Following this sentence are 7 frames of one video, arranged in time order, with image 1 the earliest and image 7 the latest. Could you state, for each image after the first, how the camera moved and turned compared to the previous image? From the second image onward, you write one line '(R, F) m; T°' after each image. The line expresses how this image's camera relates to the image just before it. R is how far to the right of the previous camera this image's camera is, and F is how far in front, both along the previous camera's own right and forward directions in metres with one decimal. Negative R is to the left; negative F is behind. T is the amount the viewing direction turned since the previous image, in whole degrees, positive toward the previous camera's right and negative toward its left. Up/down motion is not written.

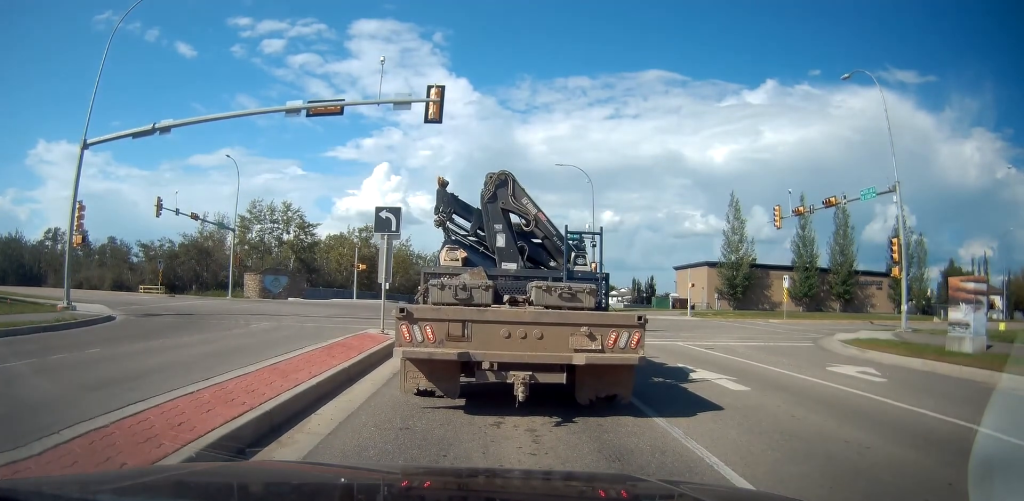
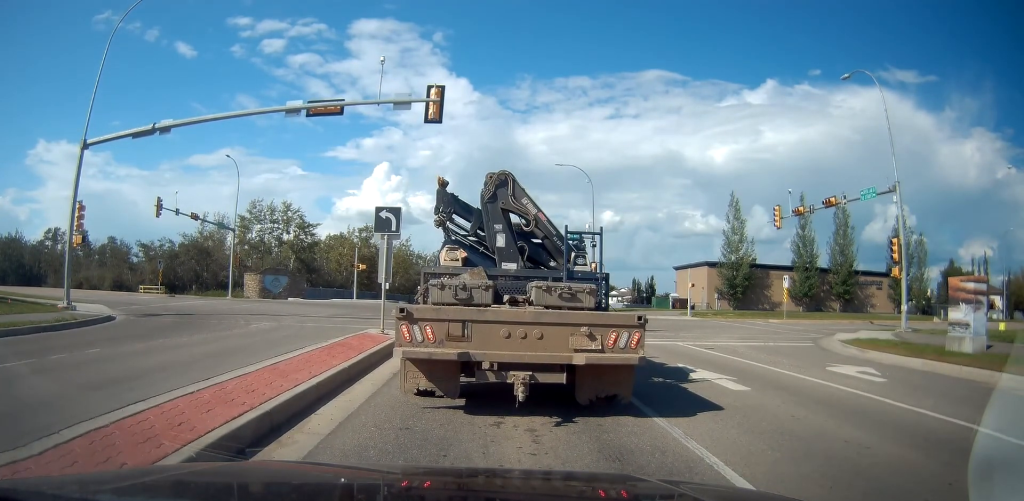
(0.0, 0.0) m; 0°
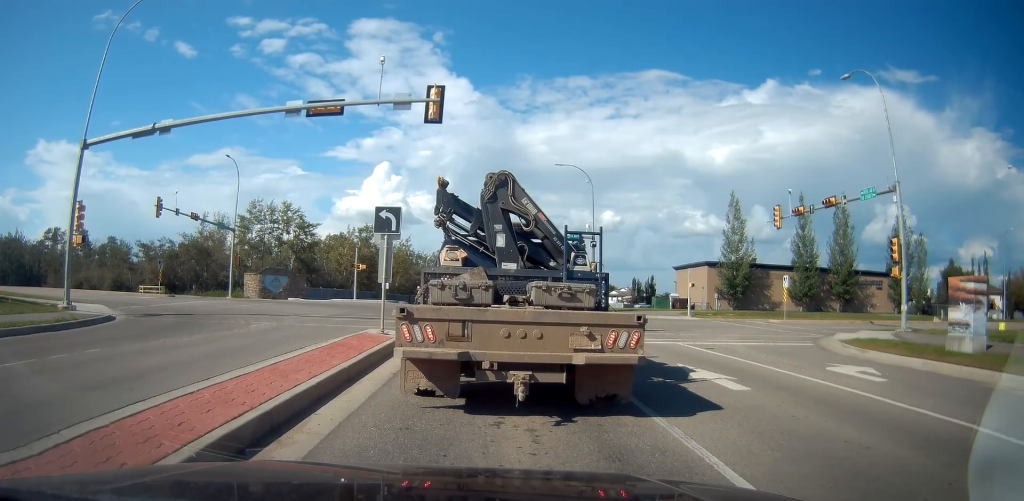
(0.0, +0.3) m; 0°
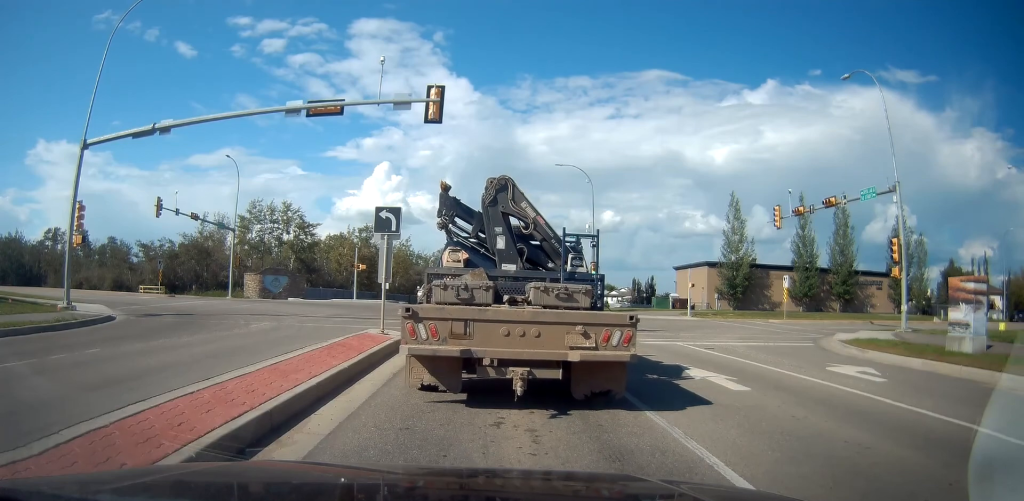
(0.0, 0.0) m; 0°
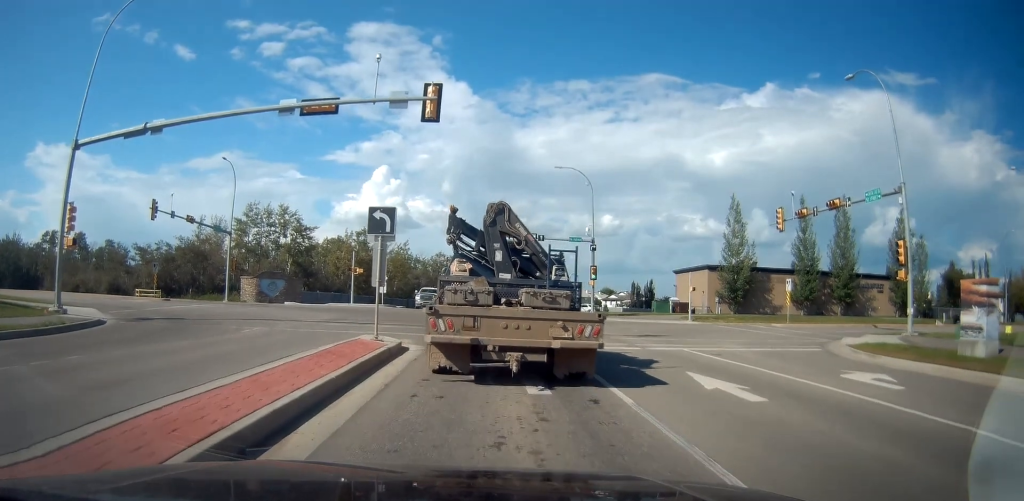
(0.0, +0.3) m; 0°
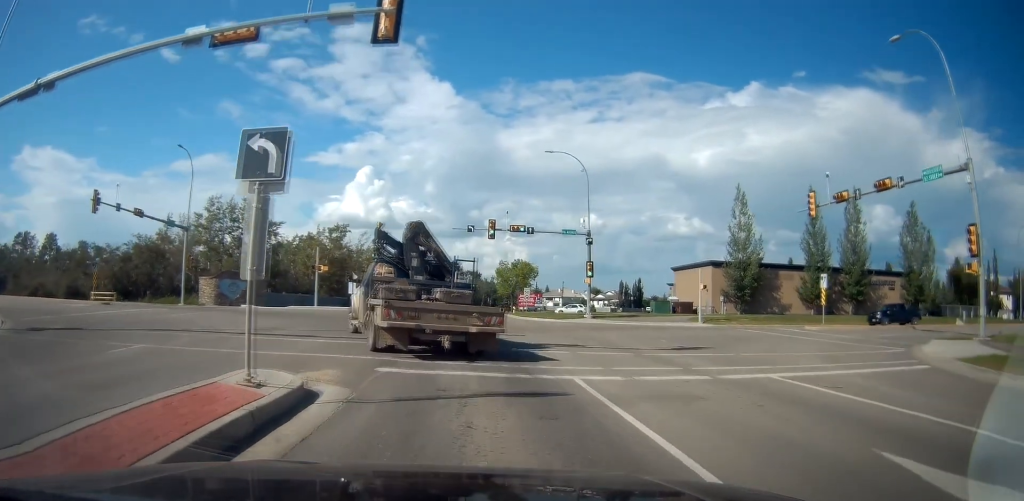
(0.0, +5.8) m; 0°
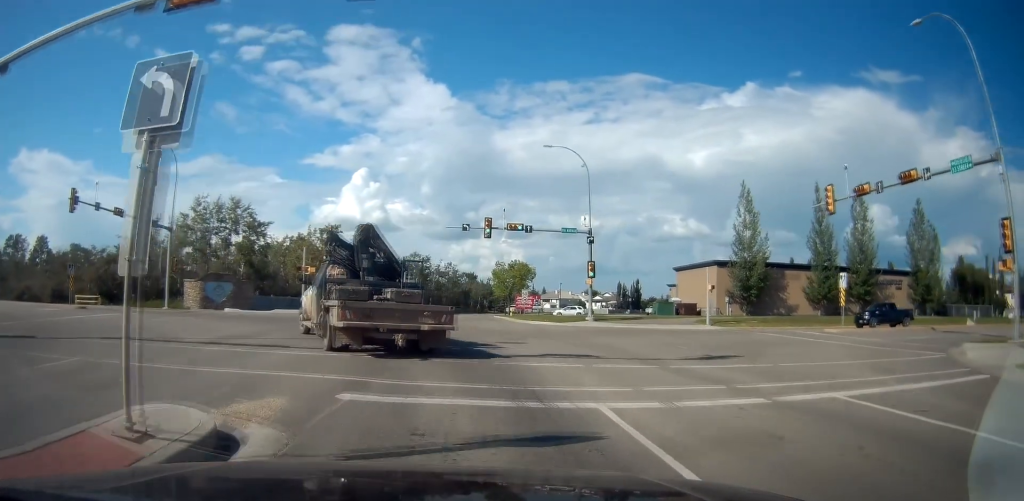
(0.0, +2.4) m; -2°
